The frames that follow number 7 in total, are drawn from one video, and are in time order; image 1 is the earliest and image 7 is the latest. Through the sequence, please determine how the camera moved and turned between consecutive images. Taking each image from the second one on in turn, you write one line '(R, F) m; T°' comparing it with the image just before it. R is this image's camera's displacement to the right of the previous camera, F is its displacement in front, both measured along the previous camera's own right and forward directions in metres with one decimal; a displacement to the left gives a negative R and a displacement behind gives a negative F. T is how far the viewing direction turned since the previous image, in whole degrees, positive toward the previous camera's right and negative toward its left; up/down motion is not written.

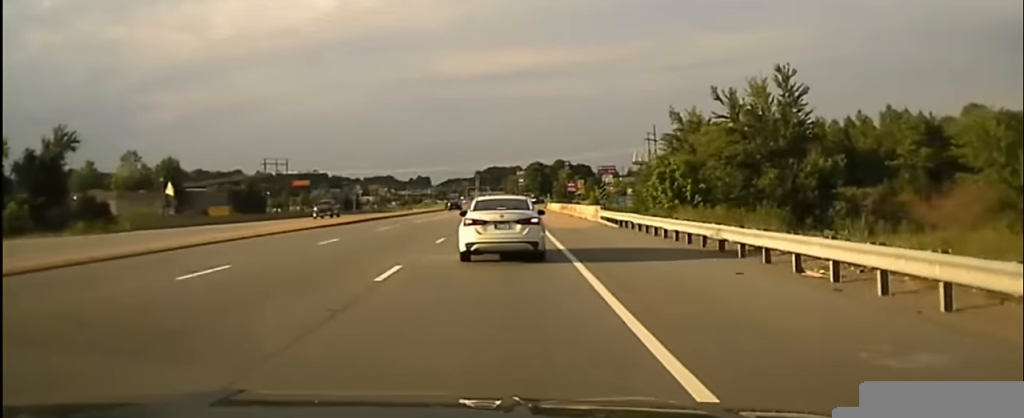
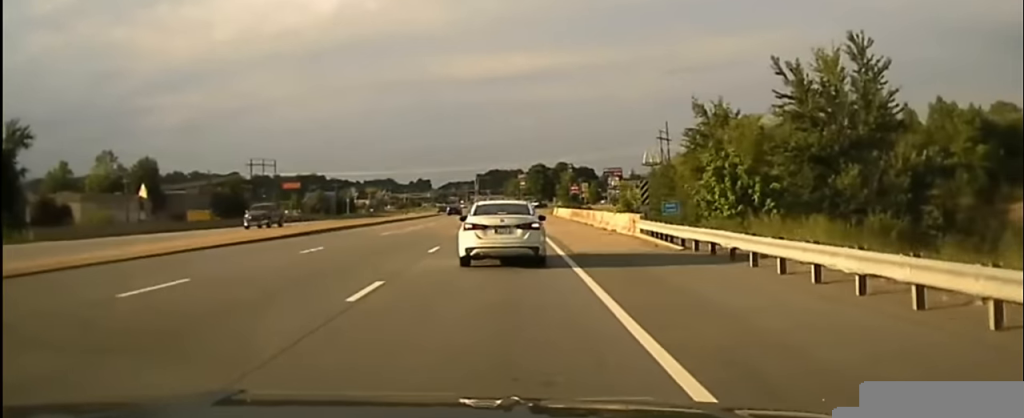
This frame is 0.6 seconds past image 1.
(0.0, +15.3) m; 0°
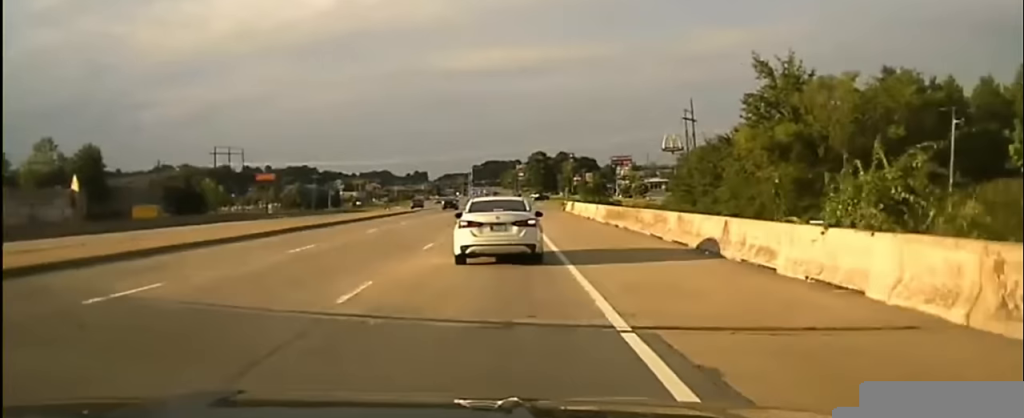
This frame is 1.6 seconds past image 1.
(+0.2, +25.9) m; 0°
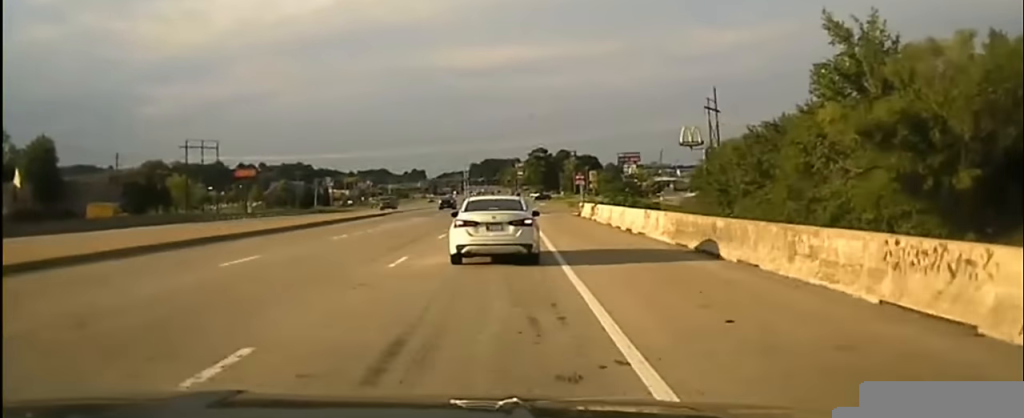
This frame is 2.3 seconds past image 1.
(0.0, +17.7) m; 0°
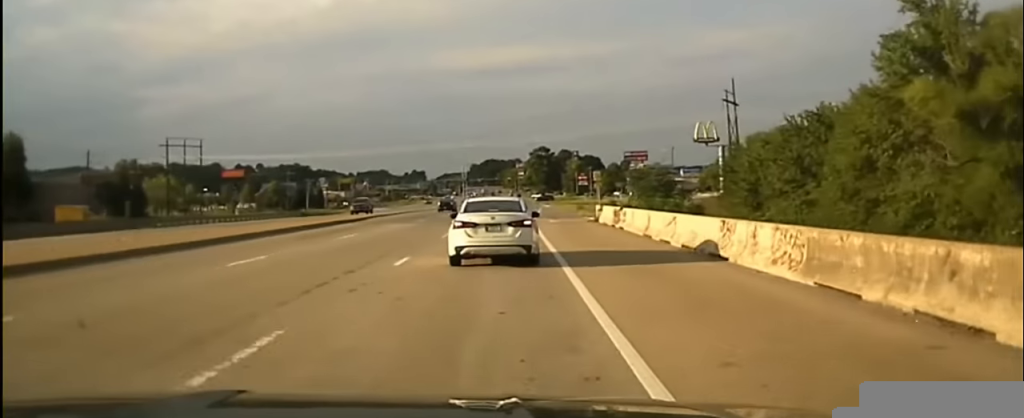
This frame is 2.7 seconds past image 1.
(0.0, +11.3) m; 0°
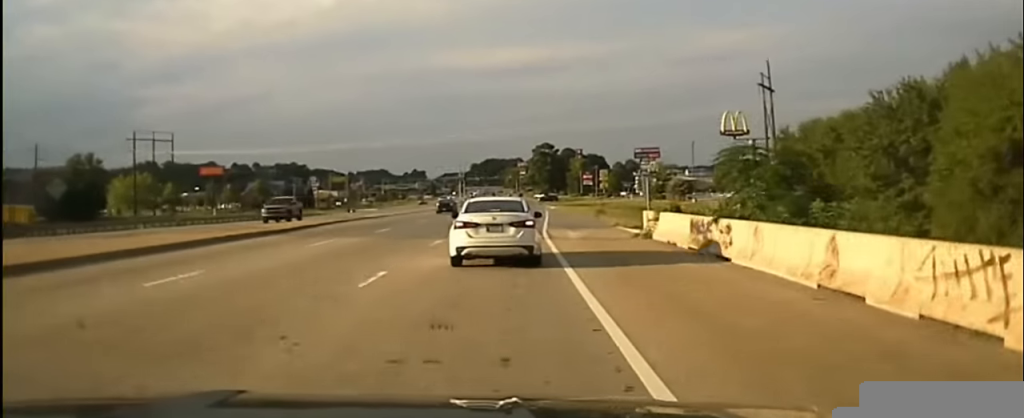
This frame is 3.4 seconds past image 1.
(-0.1, +18.4) m; 0°
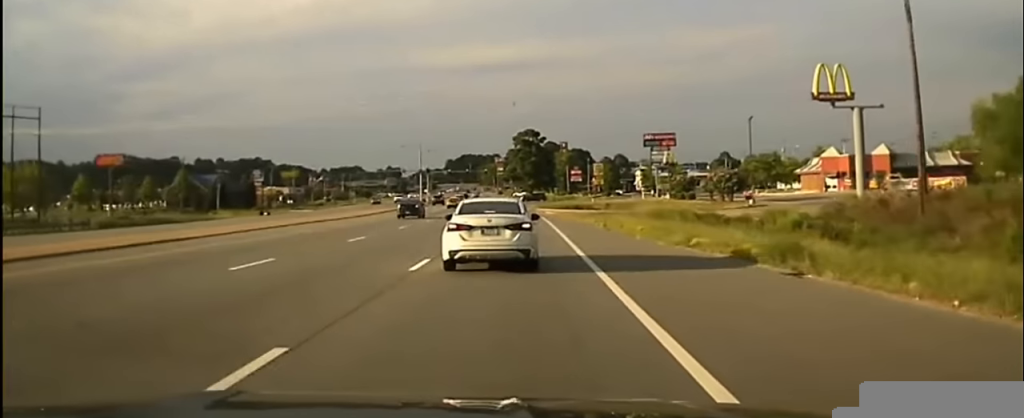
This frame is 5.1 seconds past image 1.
(+0.3, +48.0) m; +1°
